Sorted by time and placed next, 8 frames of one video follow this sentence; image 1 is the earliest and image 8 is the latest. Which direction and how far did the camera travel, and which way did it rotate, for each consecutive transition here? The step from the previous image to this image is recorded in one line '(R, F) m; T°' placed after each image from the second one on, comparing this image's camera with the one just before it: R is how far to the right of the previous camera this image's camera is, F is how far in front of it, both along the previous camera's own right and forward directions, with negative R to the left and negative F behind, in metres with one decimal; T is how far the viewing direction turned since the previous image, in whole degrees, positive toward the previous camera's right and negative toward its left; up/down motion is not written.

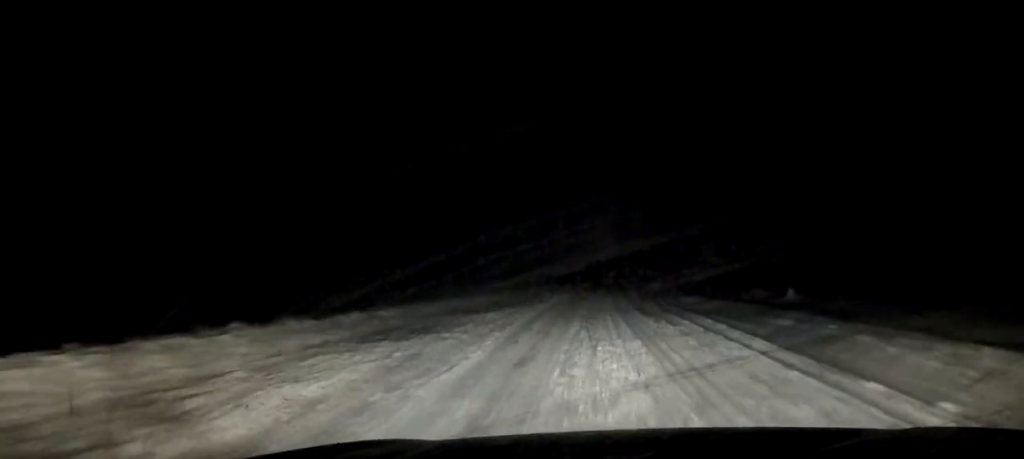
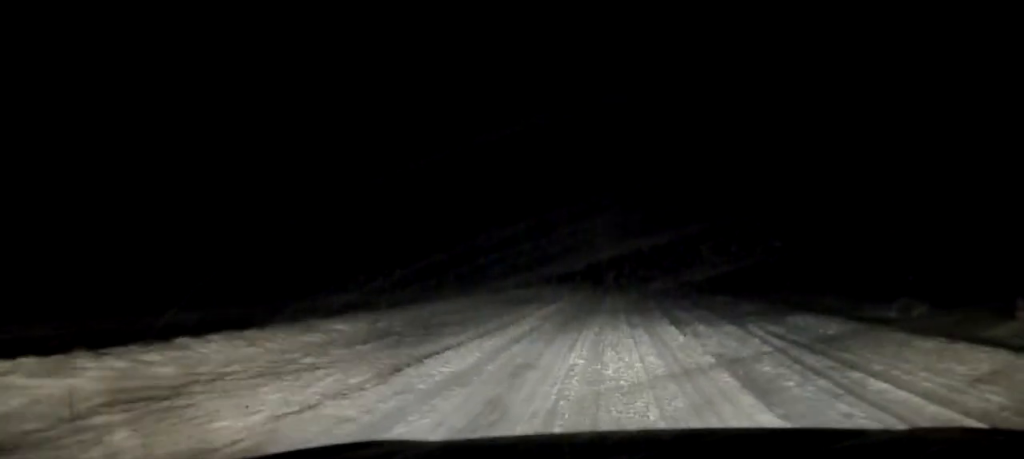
(0.0, +20.2) m; 0°
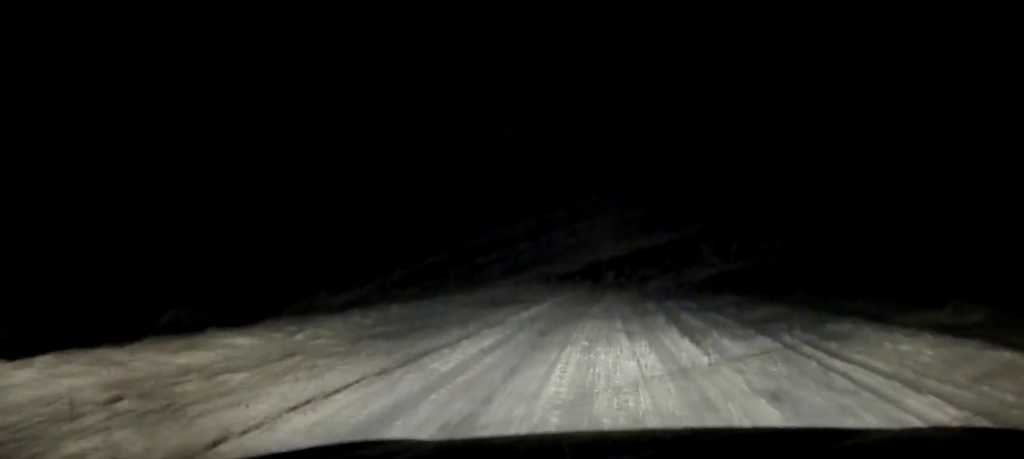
(0.0, +4.2) m; 0°
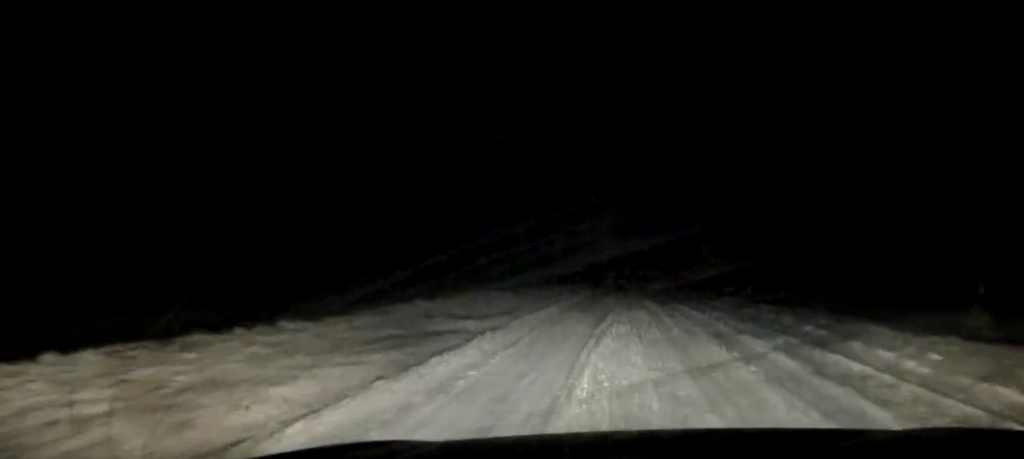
(-0.1, +17.2) m; 0°
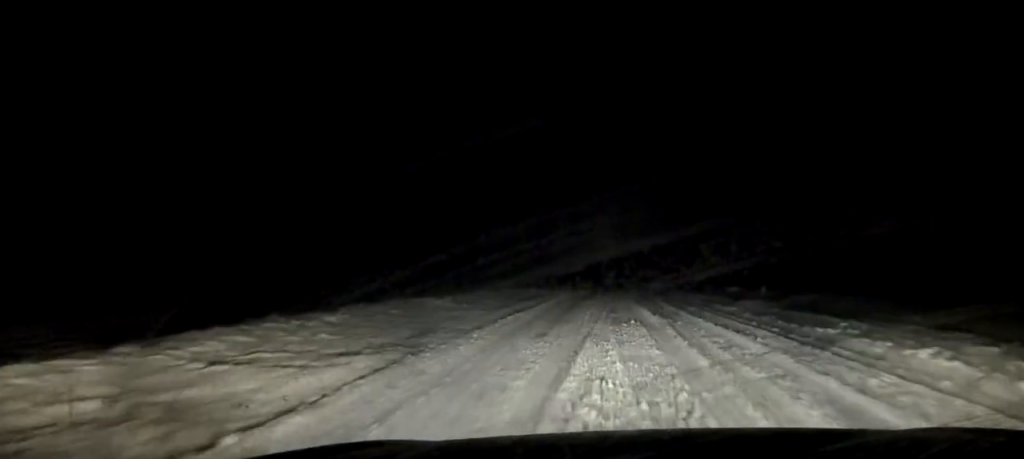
(+0.1, +9.4) m; +1°
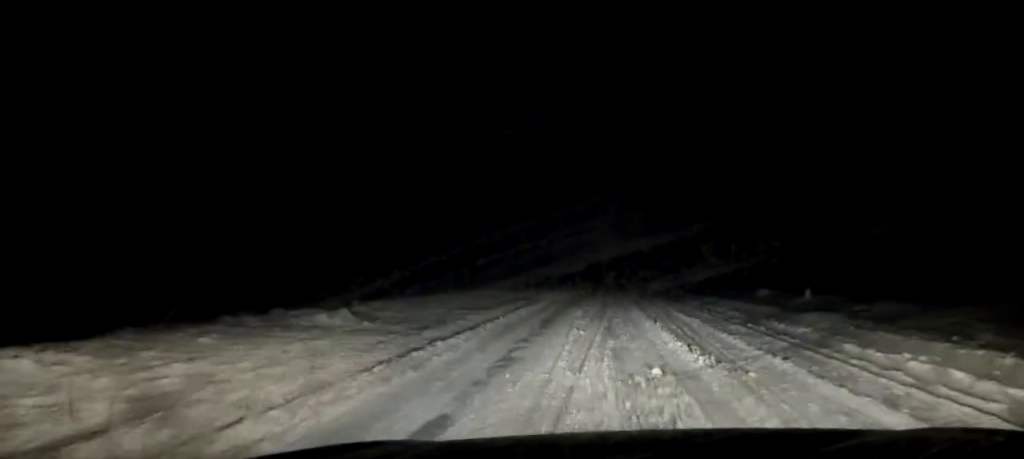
(+0.1, +9.4) m; +1°
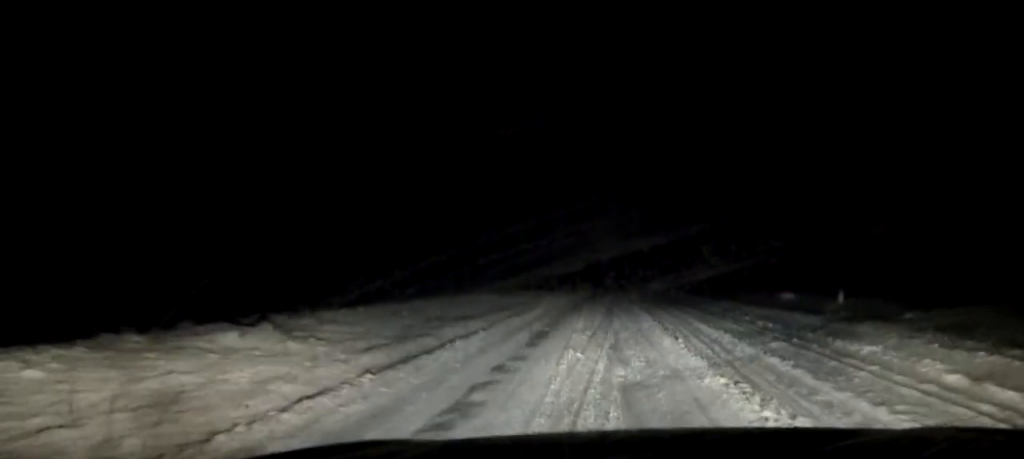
(0.0, +3.8) m; 0°
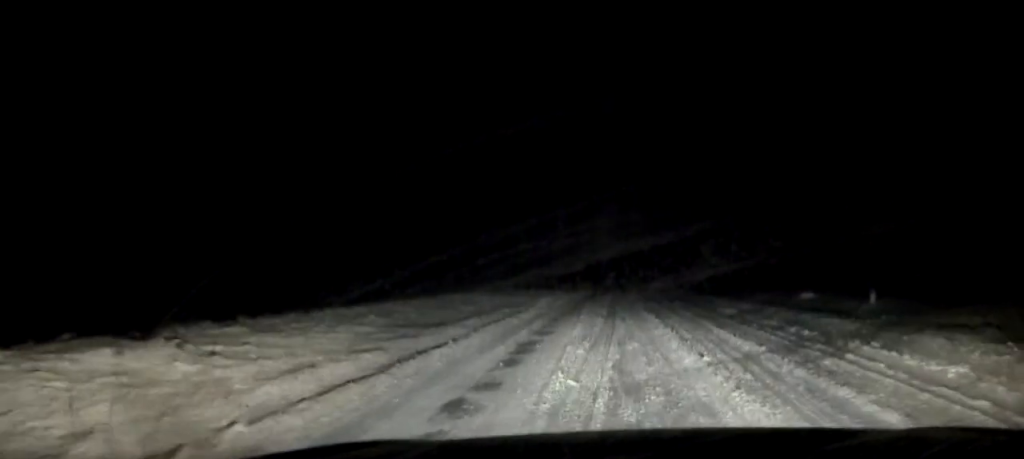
(0.0, +3.1) m; -1°
